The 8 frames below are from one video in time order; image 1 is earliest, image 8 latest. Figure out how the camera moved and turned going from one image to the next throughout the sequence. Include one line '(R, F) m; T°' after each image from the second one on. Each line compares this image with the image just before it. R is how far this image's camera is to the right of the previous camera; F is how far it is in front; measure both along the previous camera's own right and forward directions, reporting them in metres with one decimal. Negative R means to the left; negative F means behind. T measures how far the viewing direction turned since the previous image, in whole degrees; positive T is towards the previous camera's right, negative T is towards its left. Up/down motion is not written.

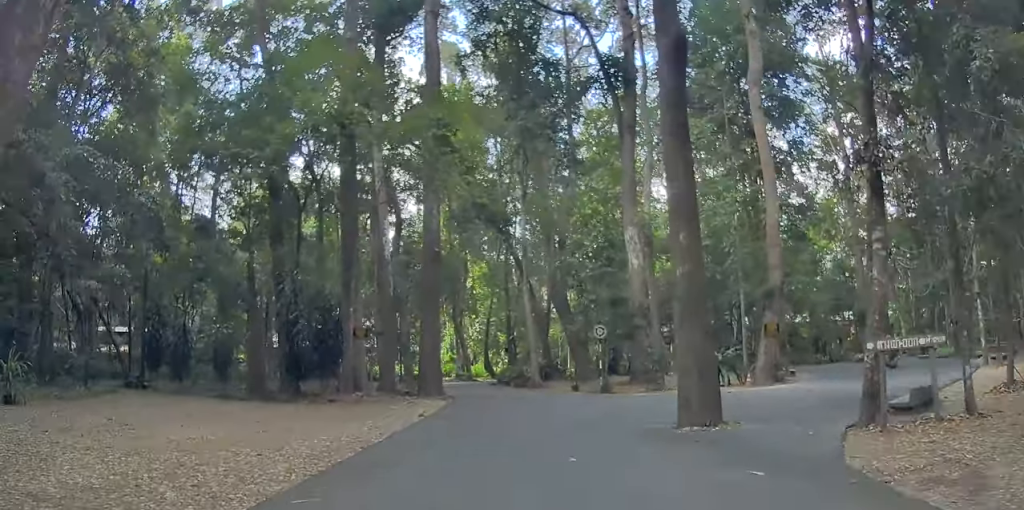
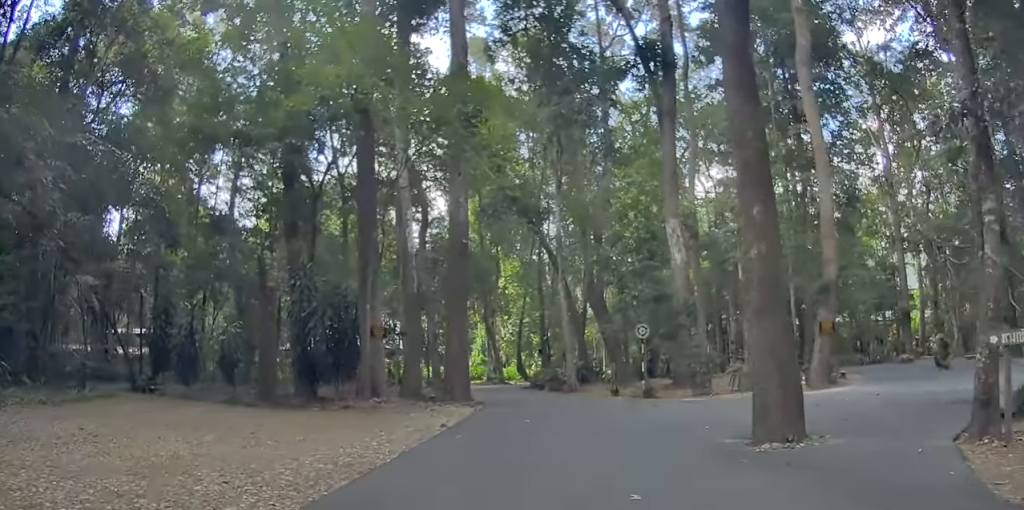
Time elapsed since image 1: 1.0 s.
(0.0, +2.7) m; 0°
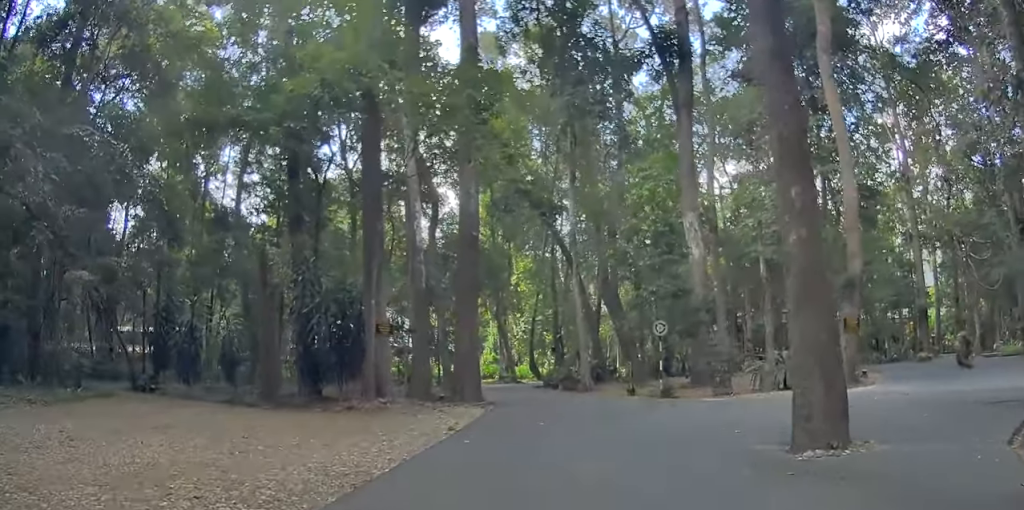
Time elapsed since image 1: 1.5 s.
(0.0, +1.1) m; 0°
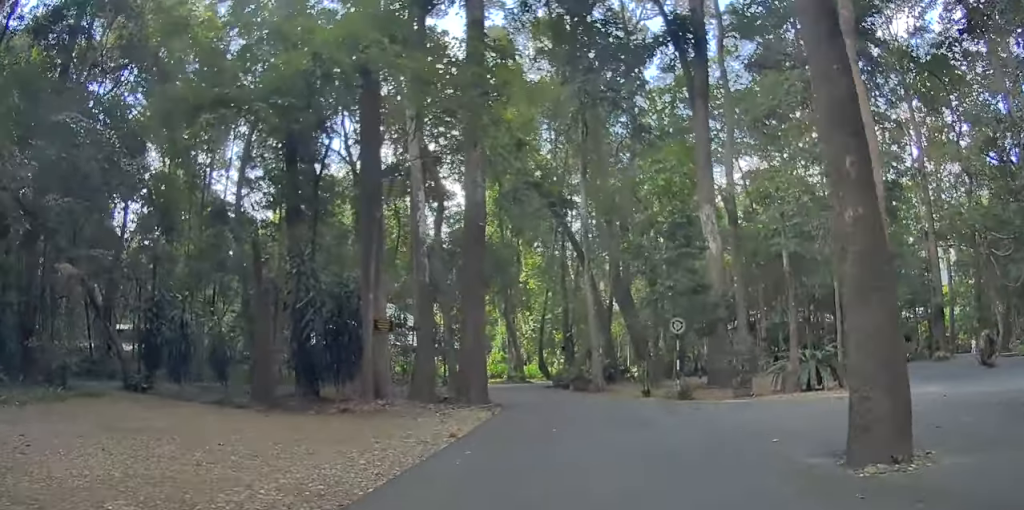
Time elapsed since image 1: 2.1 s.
(0.0, +1.5) m; -2°
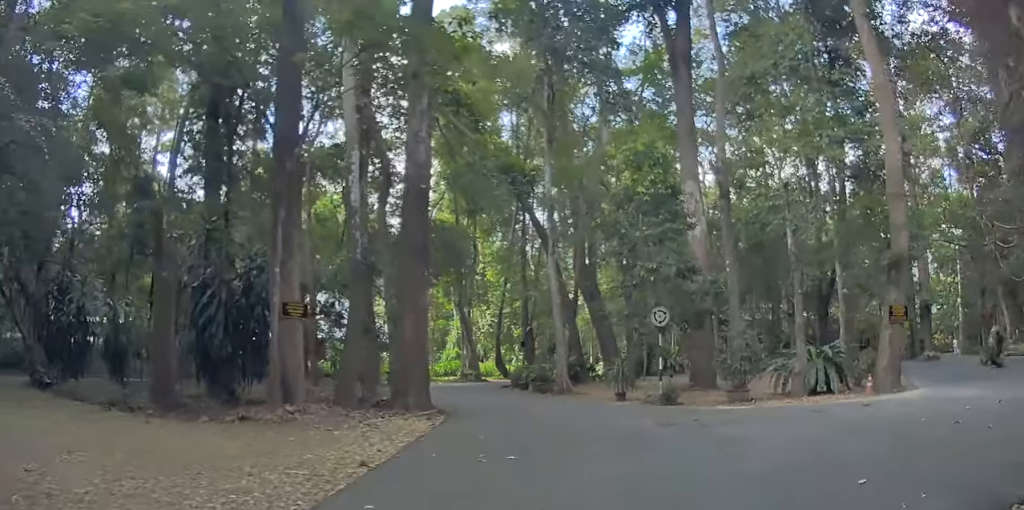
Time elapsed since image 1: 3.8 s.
(-0.2, +4.2) m; -2°
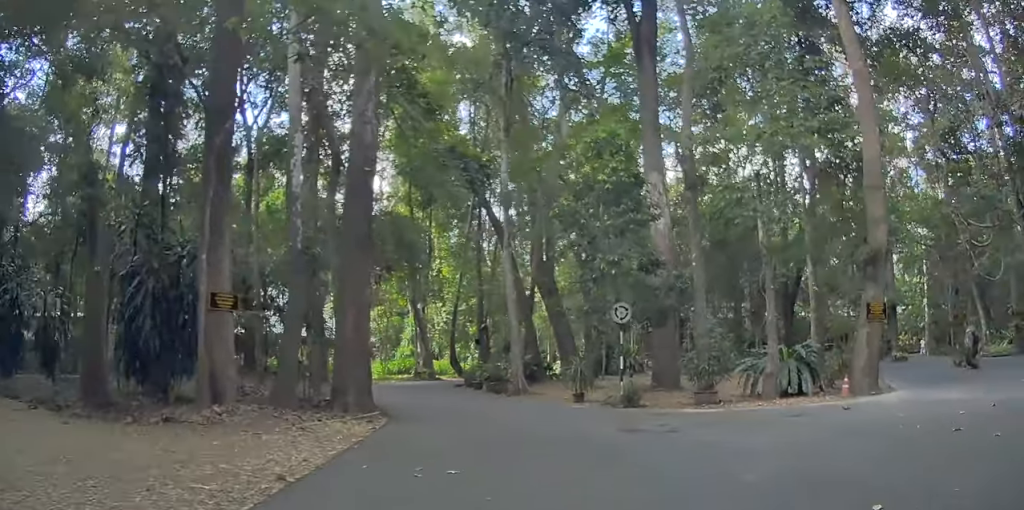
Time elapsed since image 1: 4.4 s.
(+0.1, +1.5) m; +1°
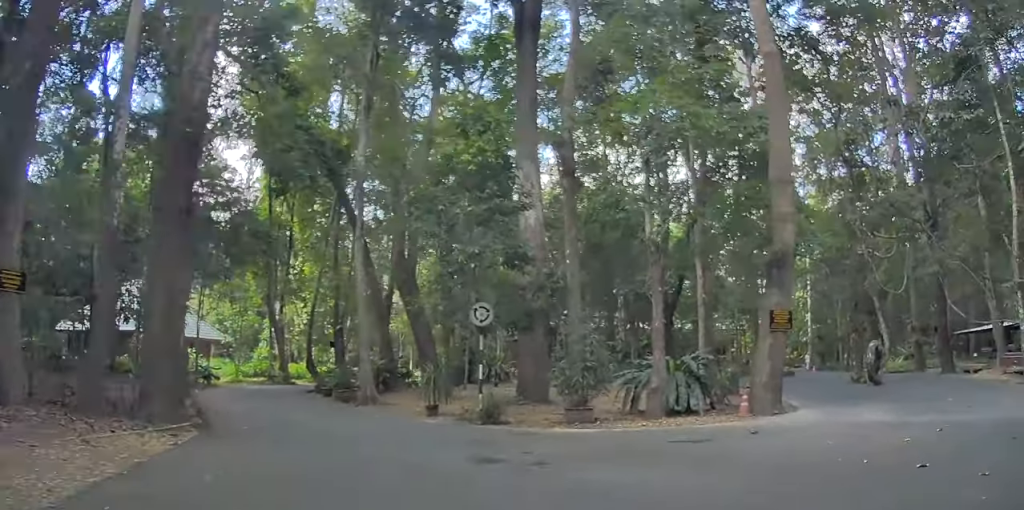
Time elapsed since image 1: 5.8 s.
(0.0, +3.0) m; +3°
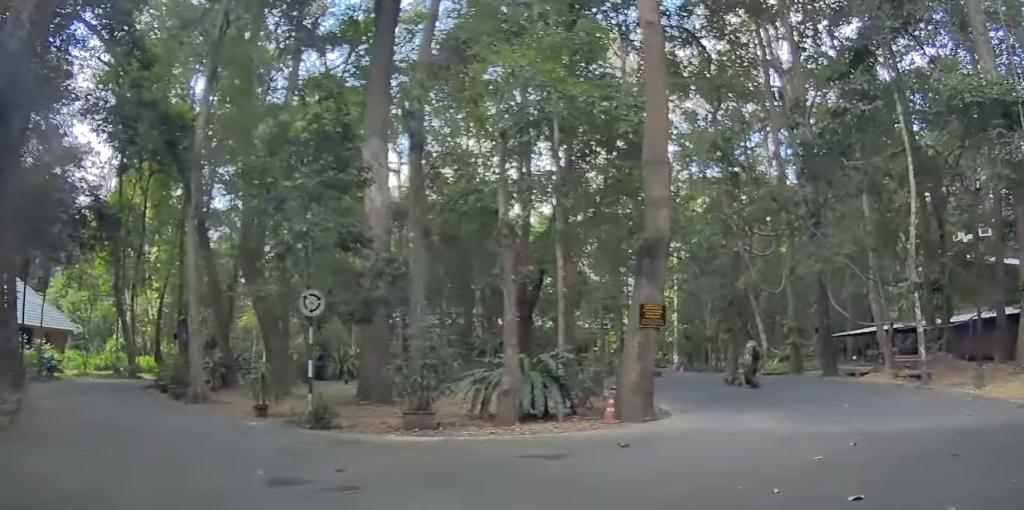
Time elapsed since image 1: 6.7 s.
(+0.1, +1.8) m; +6°
